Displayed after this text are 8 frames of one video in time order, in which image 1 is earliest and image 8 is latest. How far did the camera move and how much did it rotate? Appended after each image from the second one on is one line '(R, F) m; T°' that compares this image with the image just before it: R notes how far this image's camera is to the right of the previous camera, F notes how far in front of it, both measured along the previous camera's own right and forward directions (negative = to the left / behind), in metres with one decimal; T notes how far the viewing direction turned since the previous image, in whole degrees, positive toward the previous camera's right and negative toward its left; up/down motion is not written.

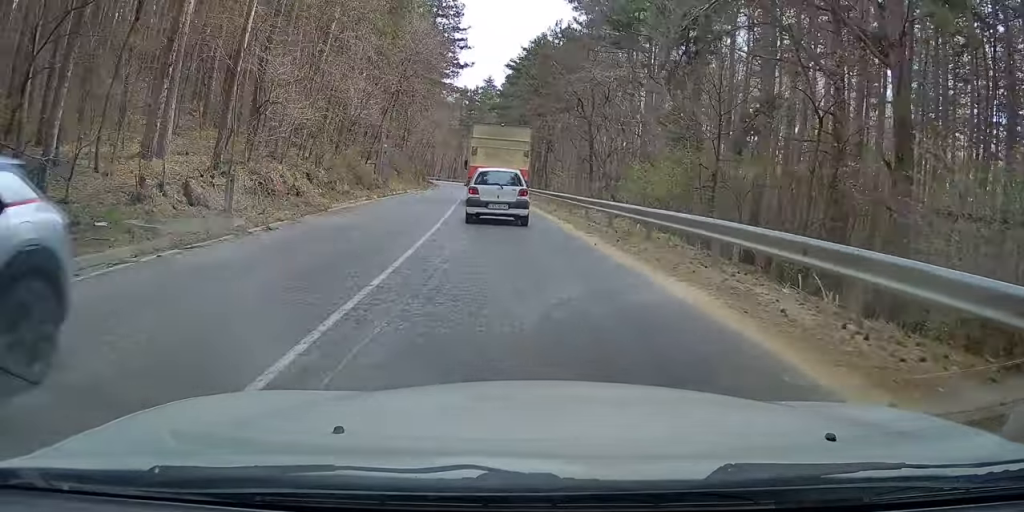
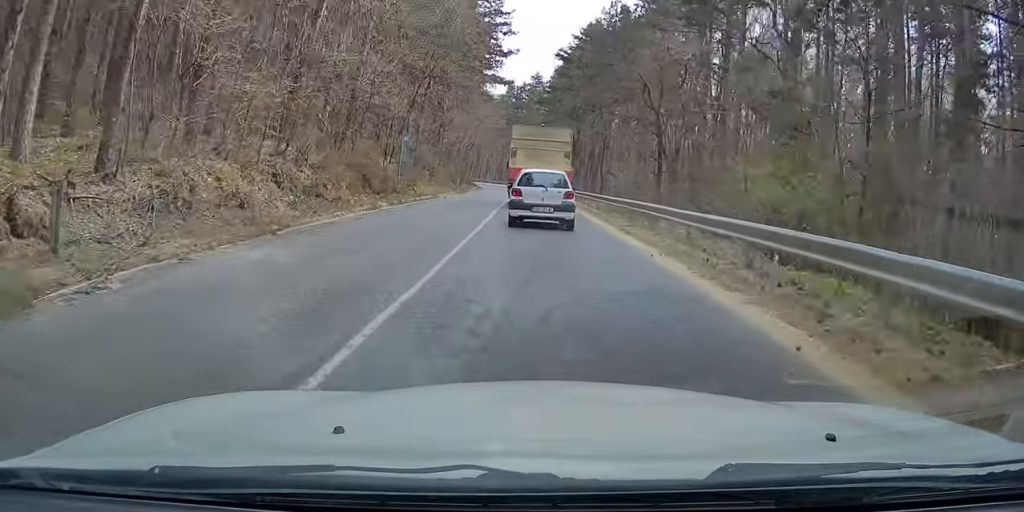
(-0.7, +6.6) m; -16°
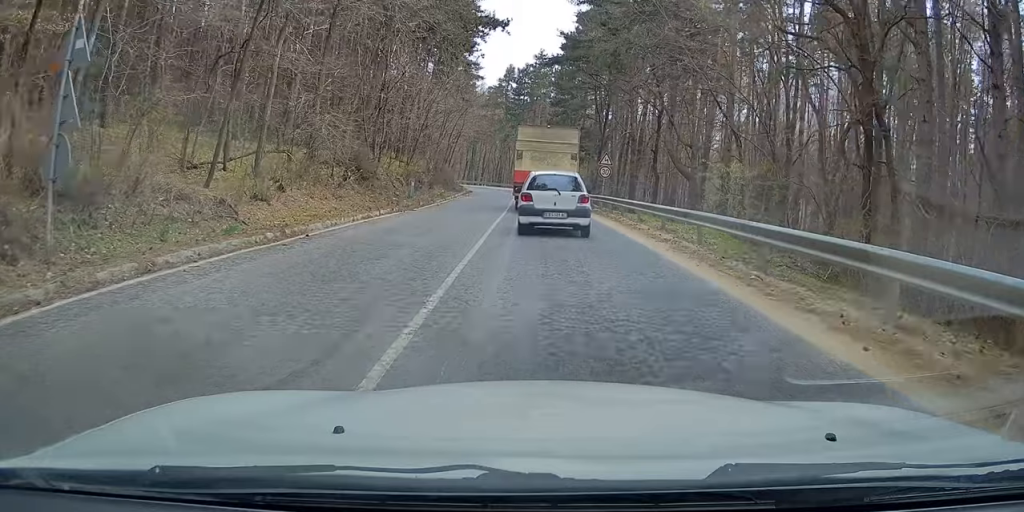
(-3.9, +23.6) m; -9°
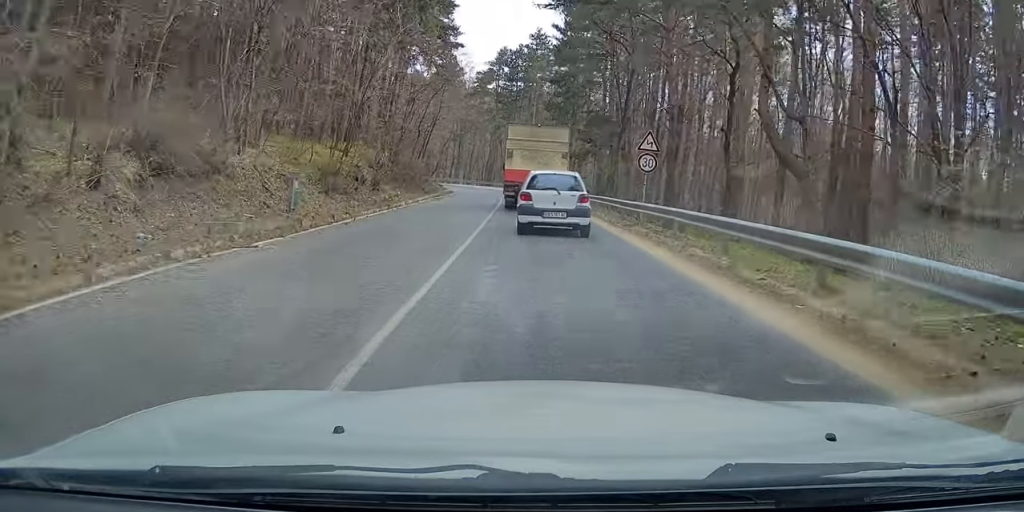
(+0.7, +14.3) m; +7°
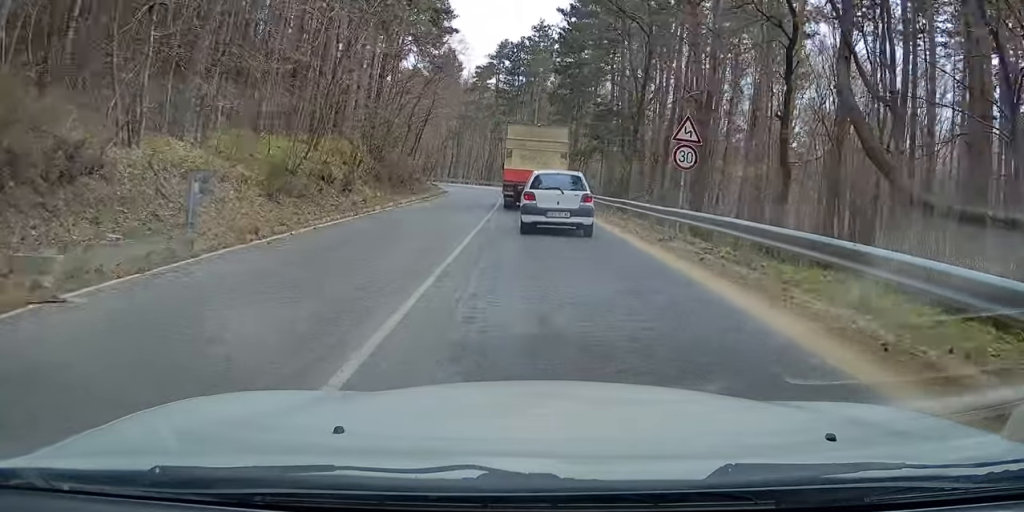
(+0.1, +5.0) m; +3°
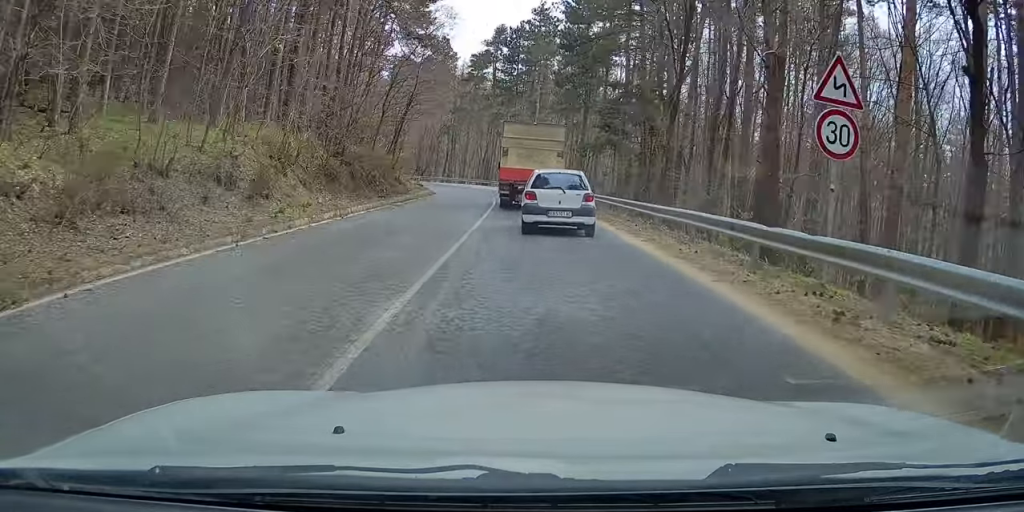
(+0.2, +8.4) m; +3°
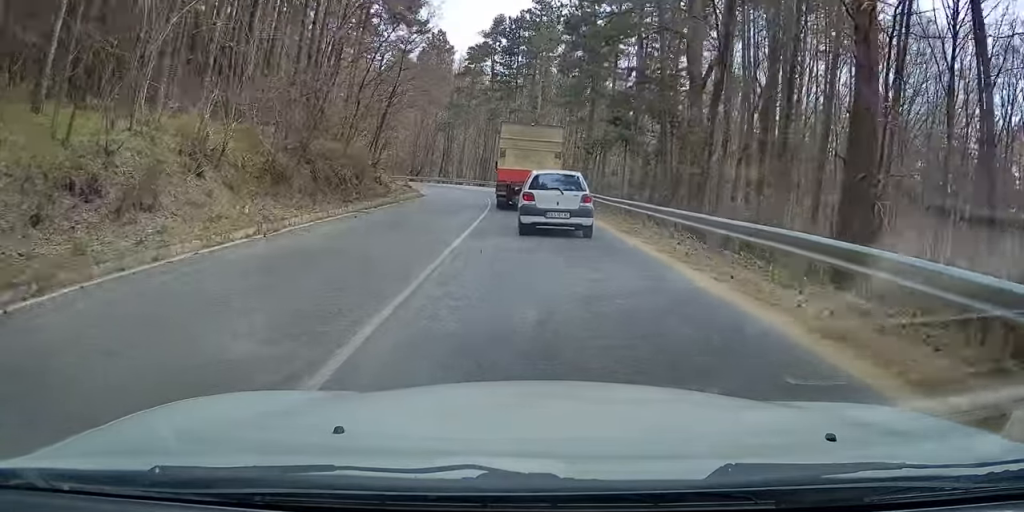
(+0.2, +5.8) m; -1°
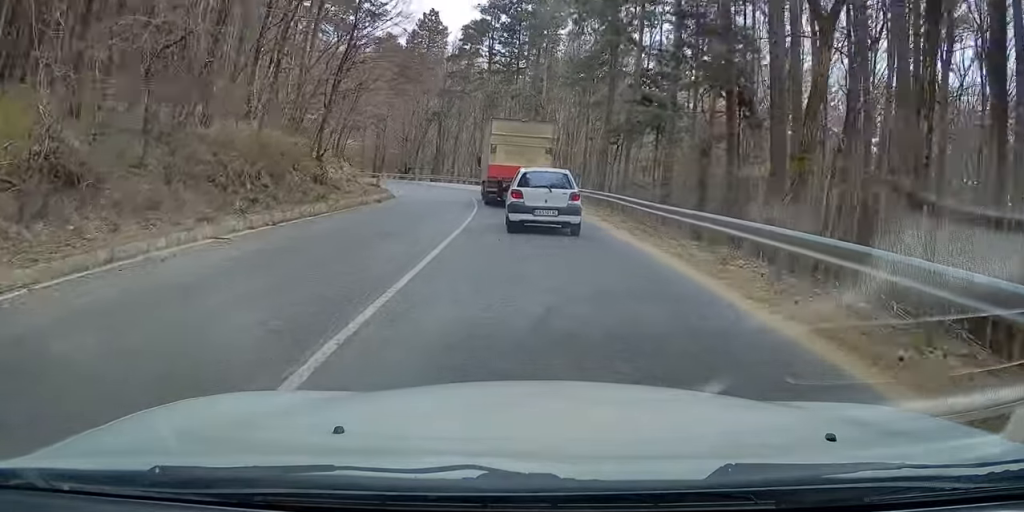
(-0.3, +11.0) m; -1°
